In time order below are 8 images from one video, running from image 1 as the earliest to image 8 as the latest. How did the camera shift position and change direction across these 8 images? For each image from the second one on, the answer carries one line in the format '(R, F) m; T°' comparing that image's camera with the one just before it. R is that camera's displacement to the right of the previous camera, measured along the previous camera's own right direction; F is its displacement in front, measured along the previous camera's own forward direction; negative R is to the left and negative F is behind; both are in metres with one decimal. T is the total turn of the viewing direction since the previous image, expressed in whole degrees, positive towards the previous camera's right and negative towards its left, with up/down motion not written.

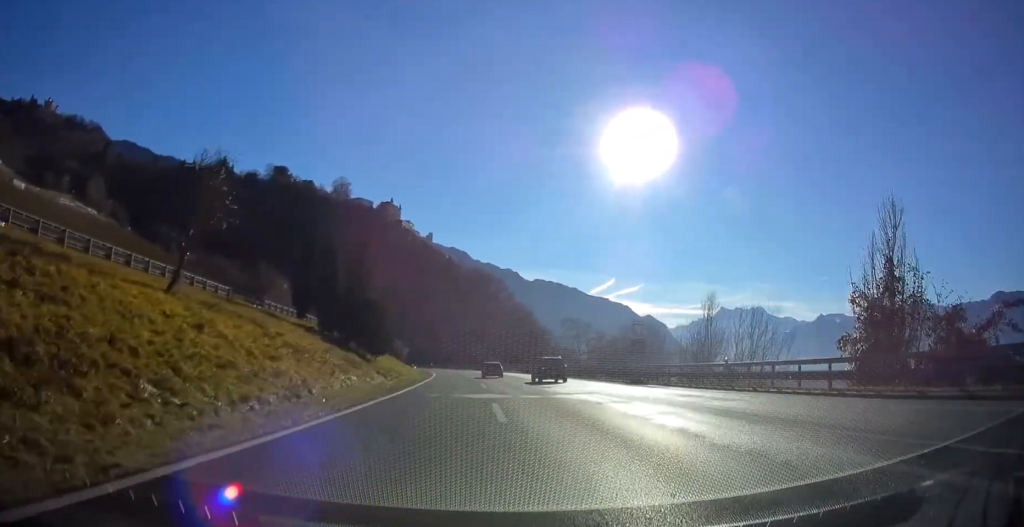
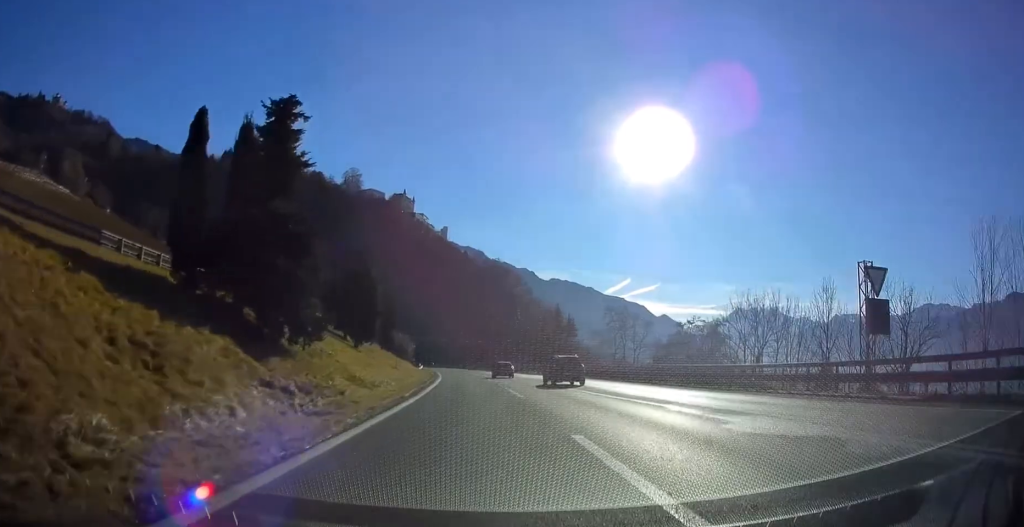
(-0.4, +26.5) m; -2°
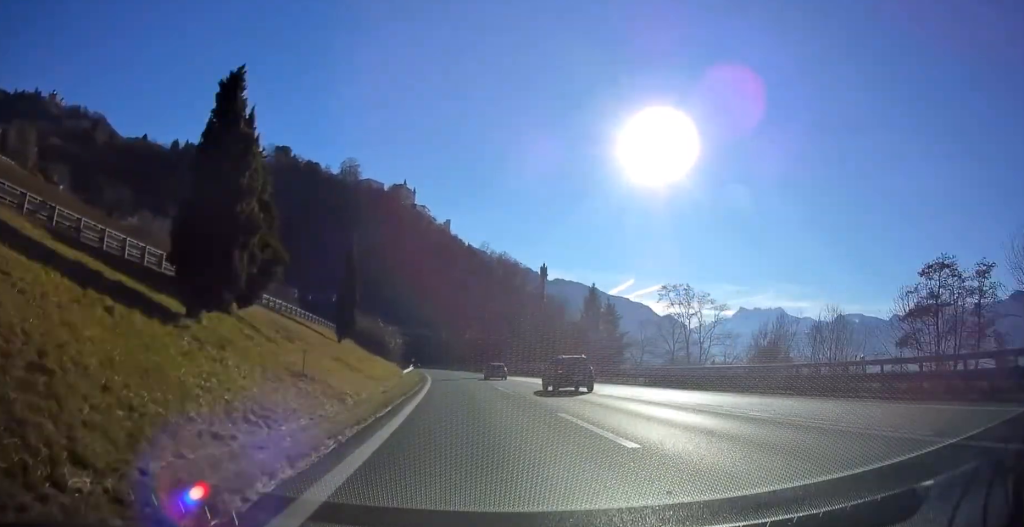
(-0.5, +32.3) m; -1°
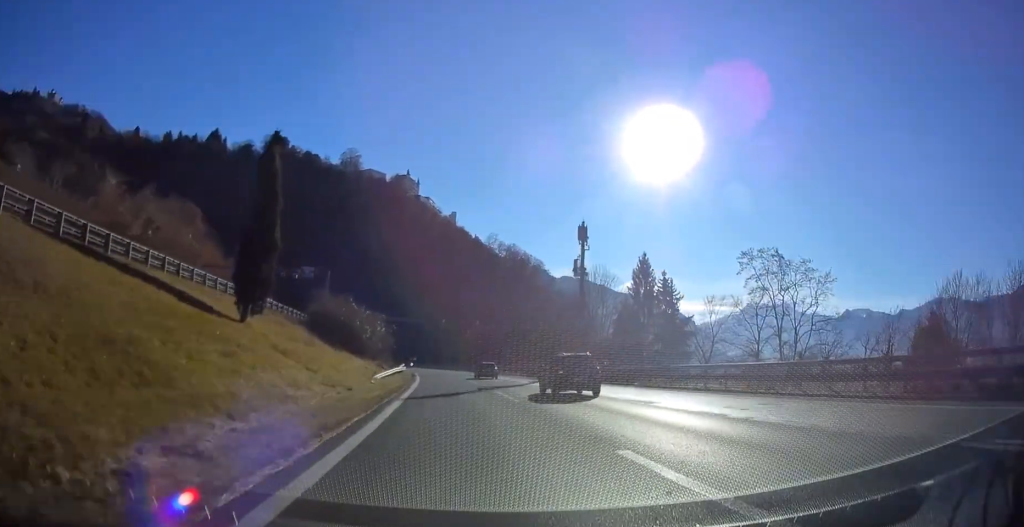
(-0.1, +24.7) m; -1°
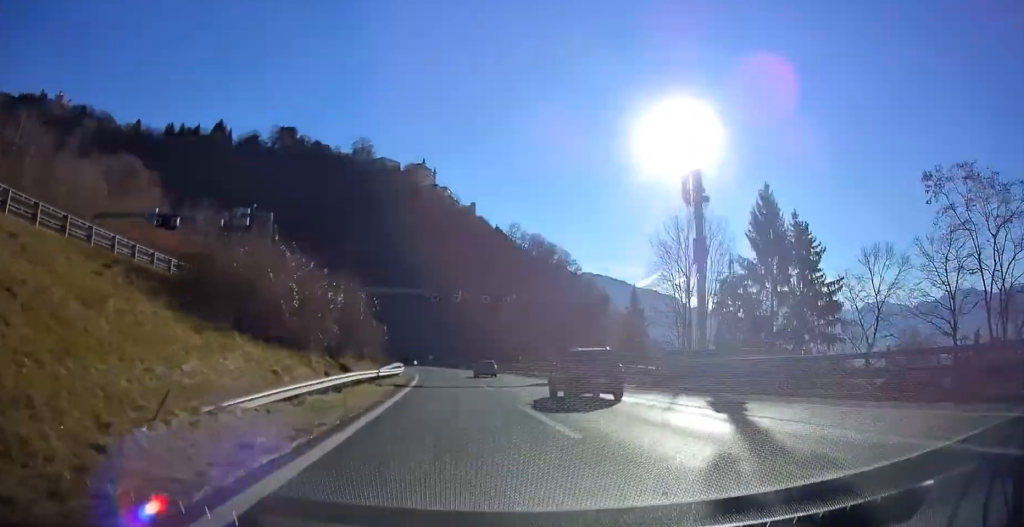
(-0.2, +28.5) m; -1°
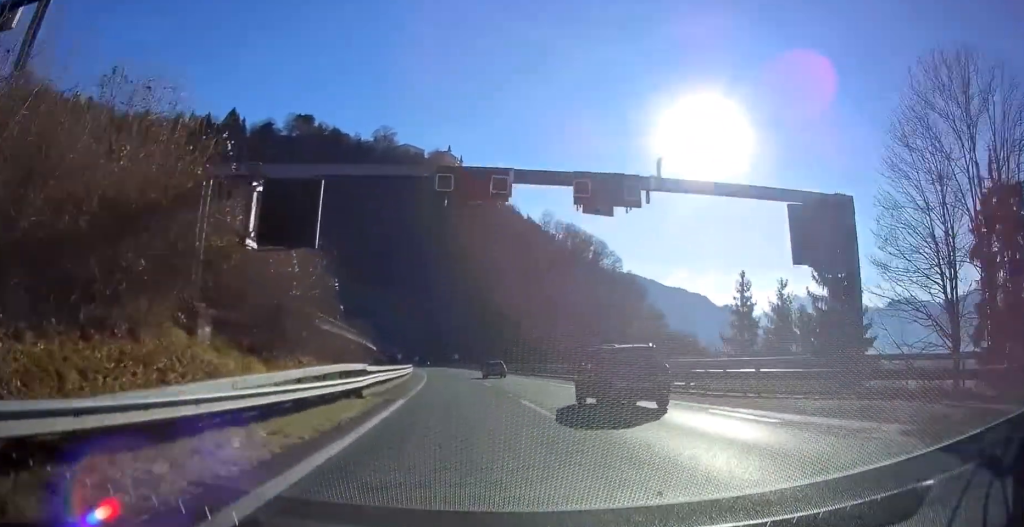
(-0.6, +30.4) m; -3°
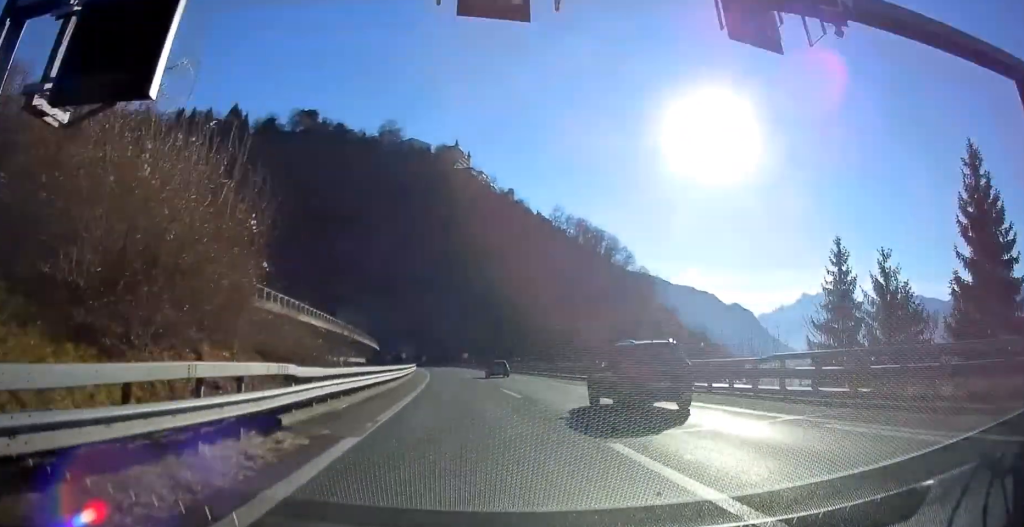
(-0.2, +11.4) m; -1°
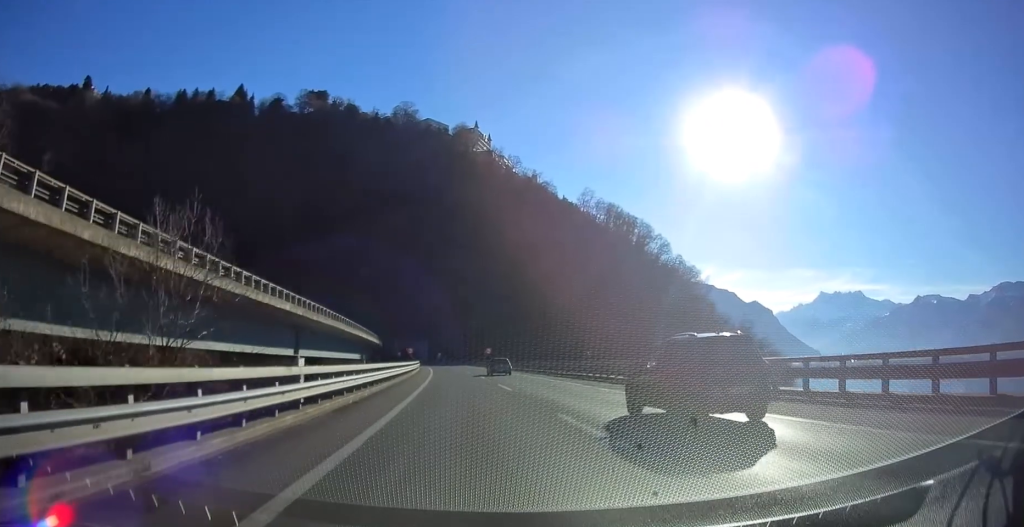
(-0.5, +31.3) m; -2°
